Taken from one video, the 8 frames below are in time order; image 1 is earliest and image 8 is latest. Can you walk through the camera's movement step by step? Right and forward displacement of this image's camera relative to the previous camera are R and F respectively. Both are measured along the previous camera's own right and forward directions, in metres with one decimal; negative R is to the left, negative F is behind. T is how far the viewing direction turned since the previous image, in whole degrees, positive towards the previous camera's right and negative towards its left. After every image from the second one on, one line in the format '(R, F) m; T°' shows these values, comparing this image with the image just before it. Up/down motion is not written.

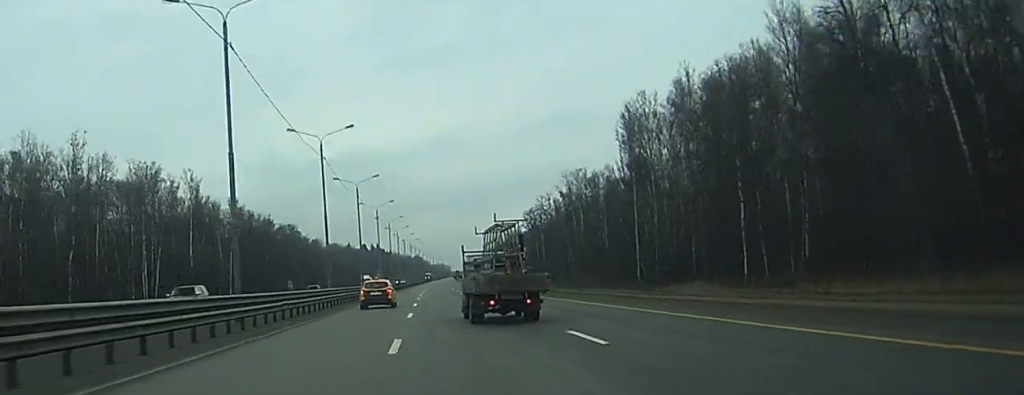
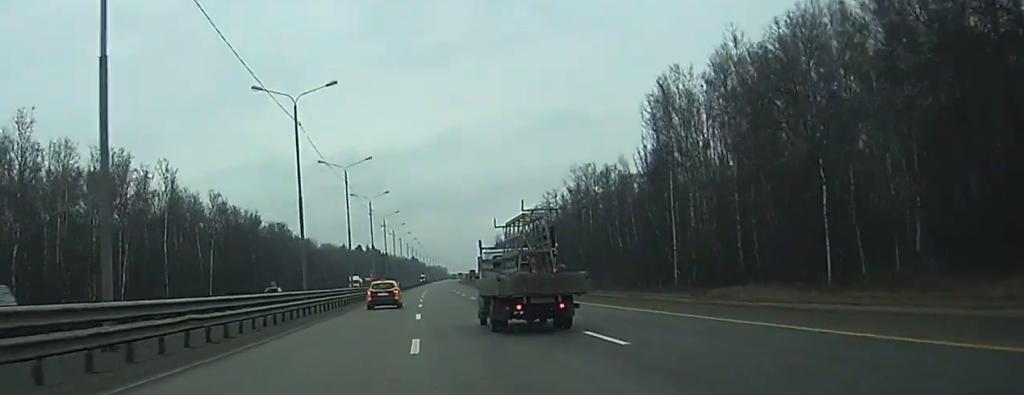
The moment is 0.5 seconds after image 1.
(0.0, +16.0) m; 0°
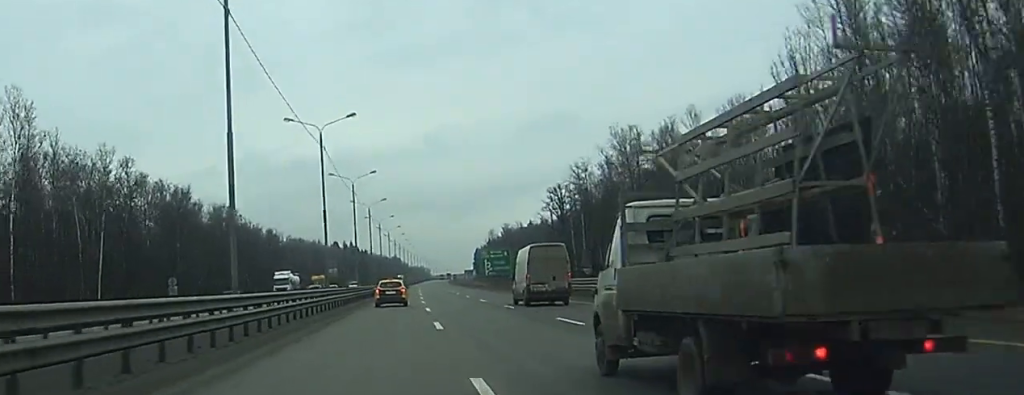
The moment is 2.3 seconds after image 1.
(+0.4, +56.8) m; +1°
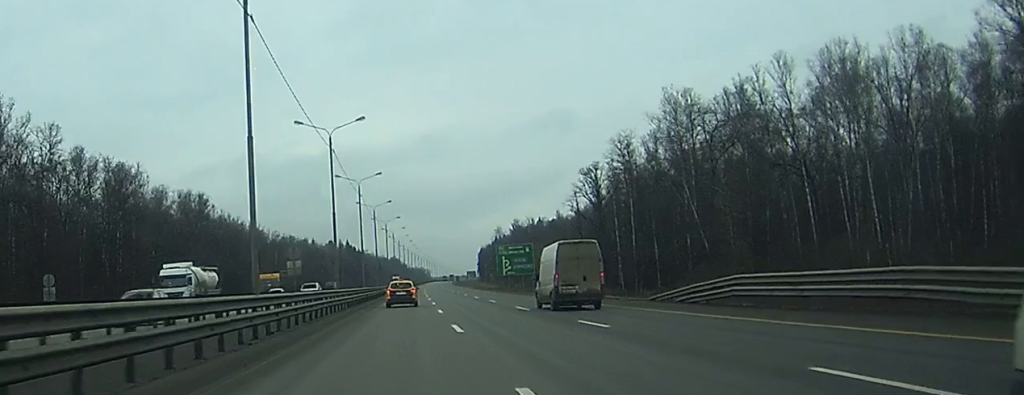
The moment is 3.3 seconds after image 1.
(+0.1, +33.4) m; +1°
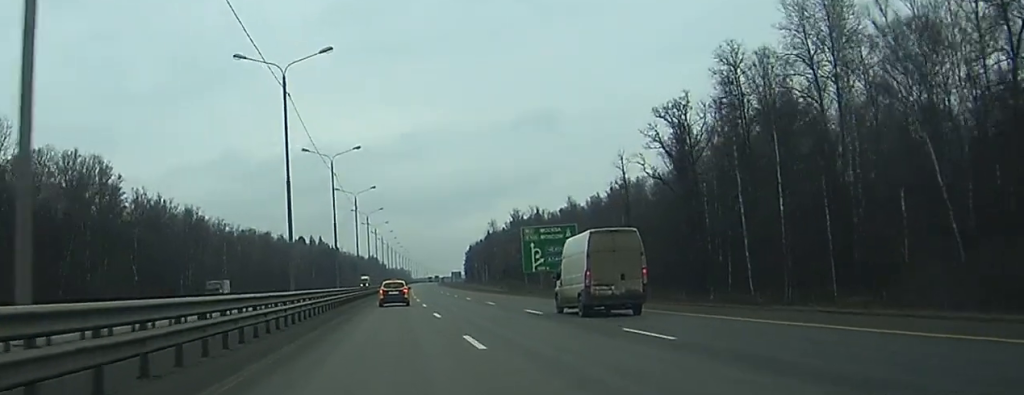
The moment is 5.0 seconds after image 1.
(+0.6, +54.2) m; +1°
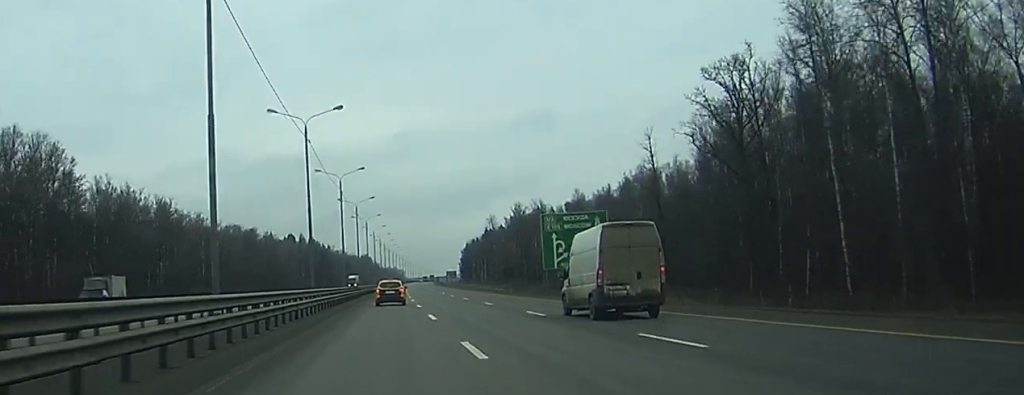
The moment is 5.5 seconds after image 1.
(0.0, +18.4) m; 0°
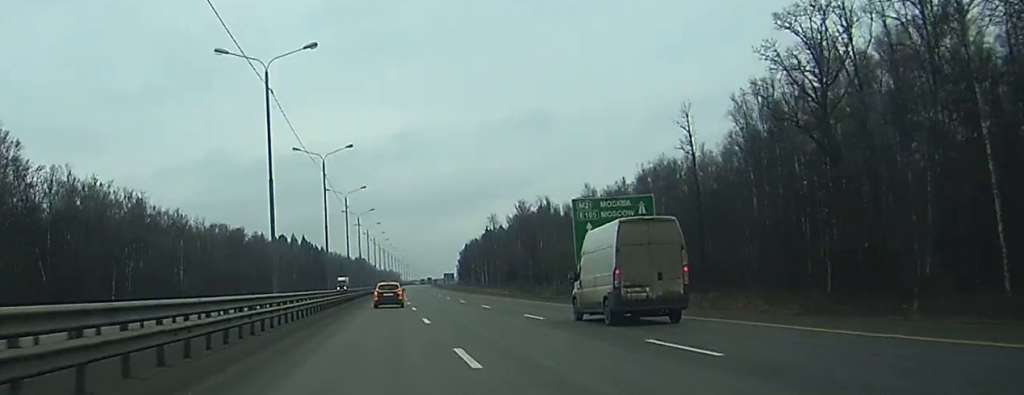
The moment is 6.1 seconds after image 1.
(+0.1, +17.4) m; 0°
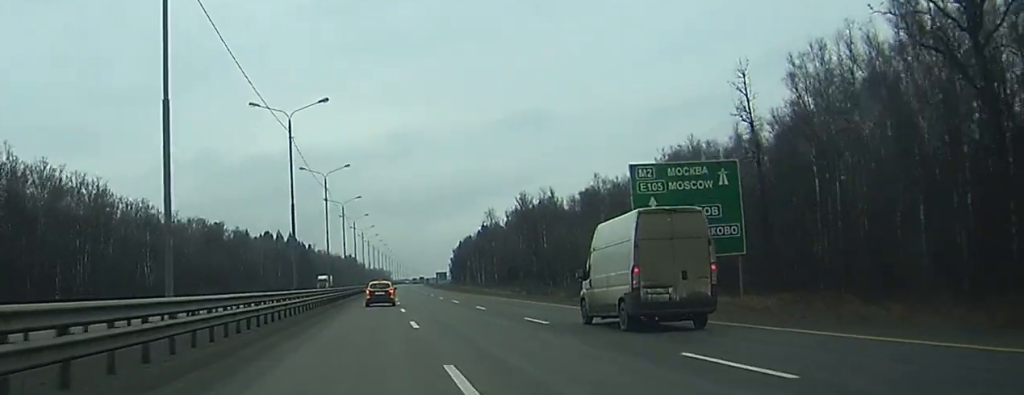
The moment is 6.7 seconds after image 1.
(0.0, +19.5) m; 0°
